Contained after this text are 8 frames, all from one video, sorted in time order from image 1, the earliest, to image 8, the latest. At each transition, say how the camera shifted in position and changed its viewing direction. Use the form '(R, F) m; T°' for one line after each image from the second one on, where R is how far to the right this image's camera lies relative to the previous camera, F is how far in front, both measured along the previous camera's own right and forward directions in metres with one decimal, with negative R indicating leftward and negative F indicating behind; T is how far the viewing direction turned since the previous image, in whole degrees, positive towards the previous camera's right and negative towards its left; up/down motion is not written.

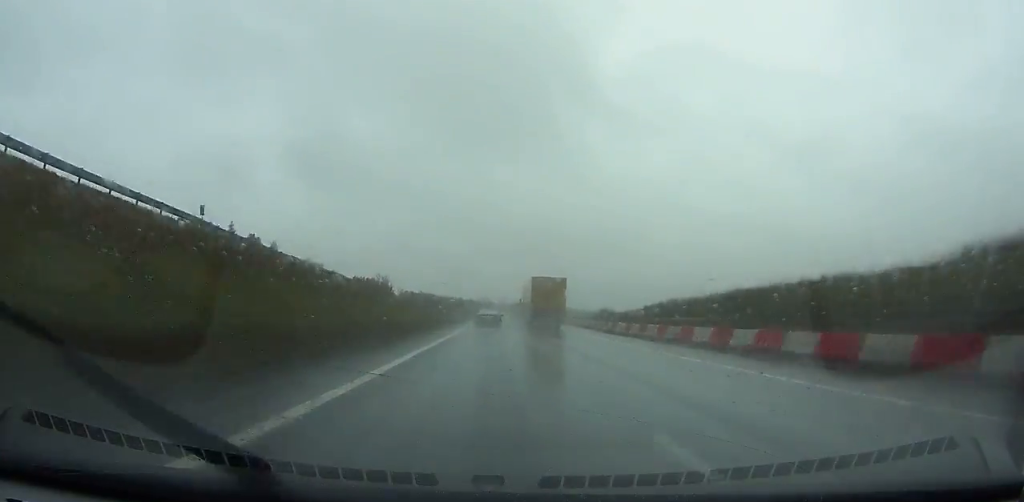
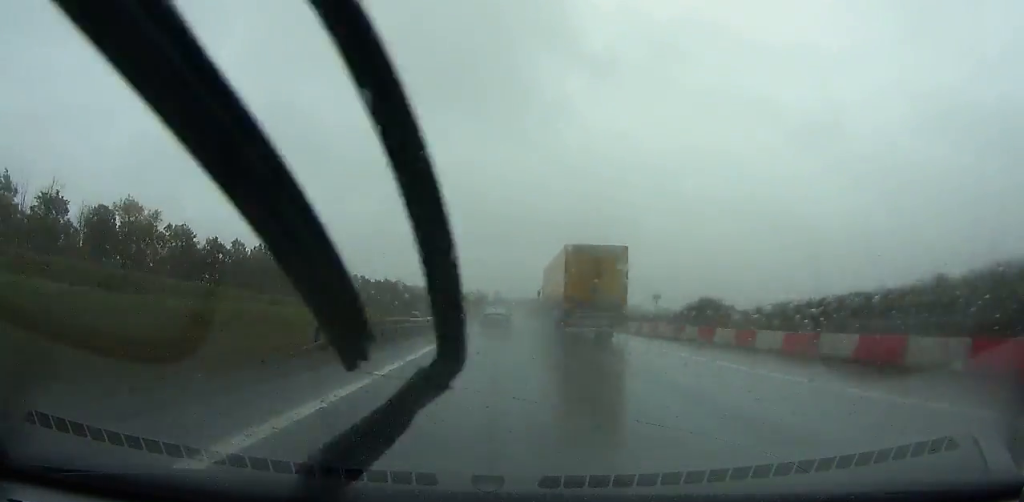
(+0.3, +82.9) m; +1°
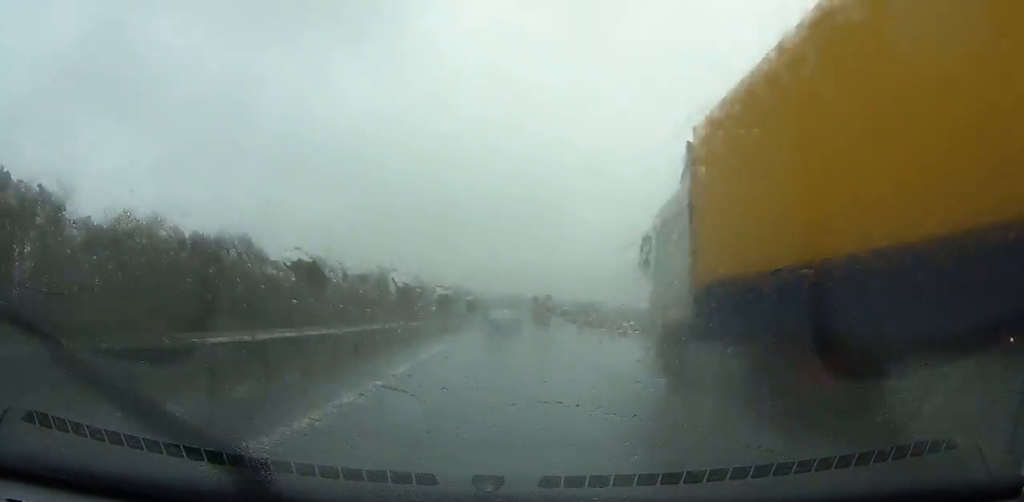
(+6.9, +161.1) m; +6°
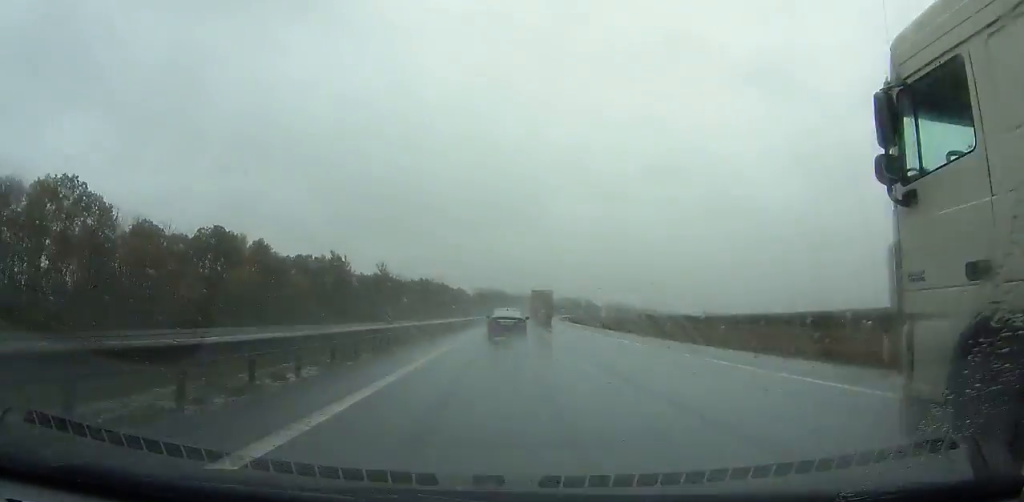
(-0.1, +38.8) m; +2°
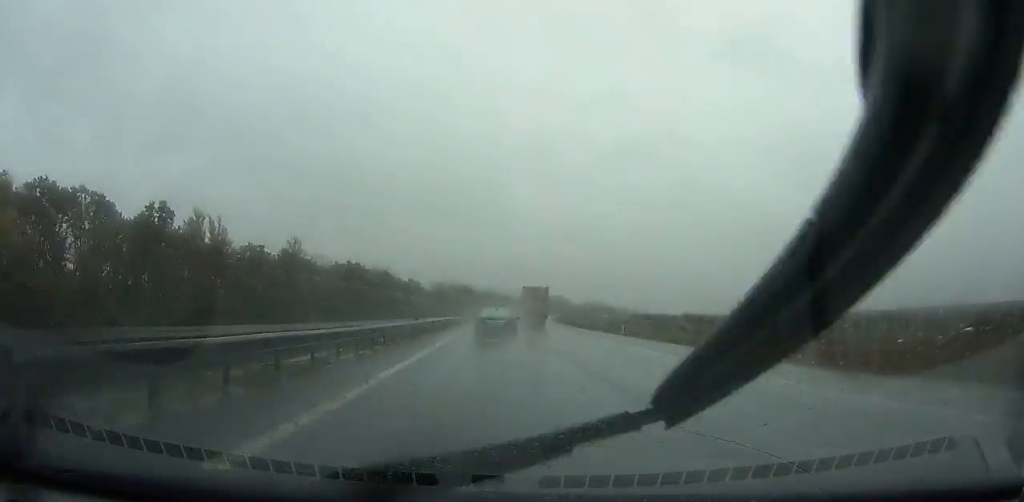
(+2.3, +69.6) m; +3°
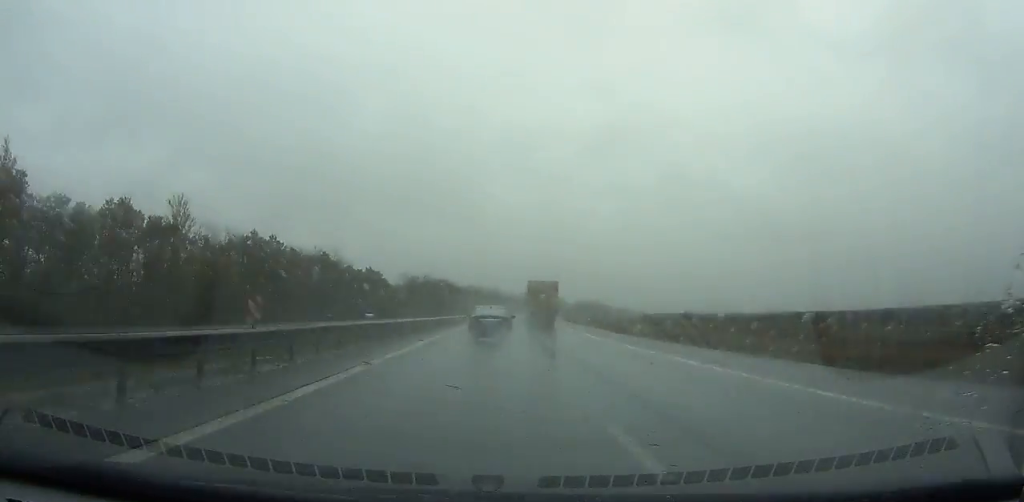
(+1.2, +56.8) m; +2°
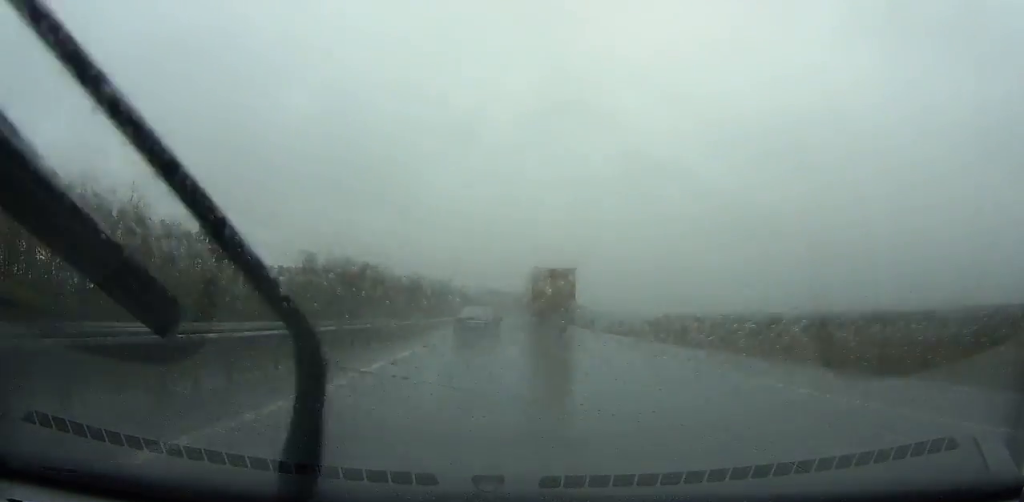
(+2.3, +88.1) m; +3°
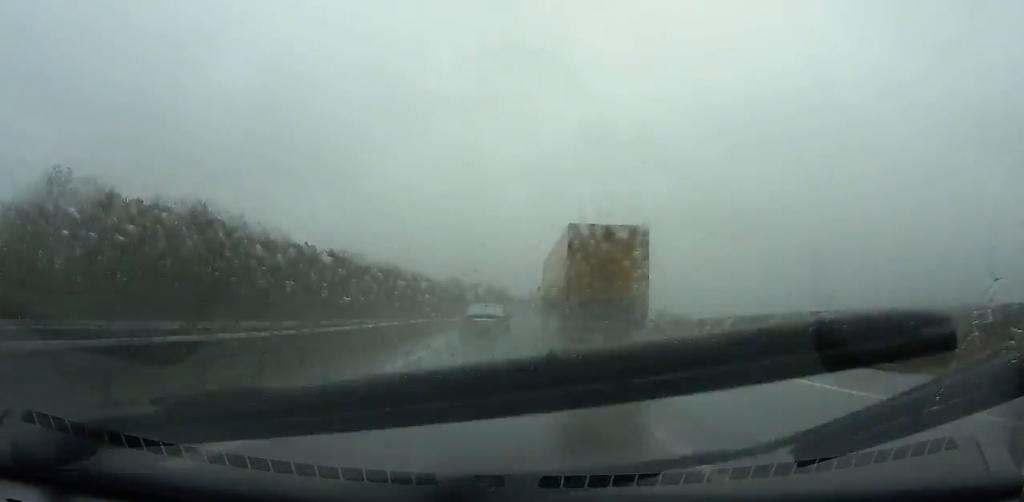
(+2.0, +88.5) m; +3°
